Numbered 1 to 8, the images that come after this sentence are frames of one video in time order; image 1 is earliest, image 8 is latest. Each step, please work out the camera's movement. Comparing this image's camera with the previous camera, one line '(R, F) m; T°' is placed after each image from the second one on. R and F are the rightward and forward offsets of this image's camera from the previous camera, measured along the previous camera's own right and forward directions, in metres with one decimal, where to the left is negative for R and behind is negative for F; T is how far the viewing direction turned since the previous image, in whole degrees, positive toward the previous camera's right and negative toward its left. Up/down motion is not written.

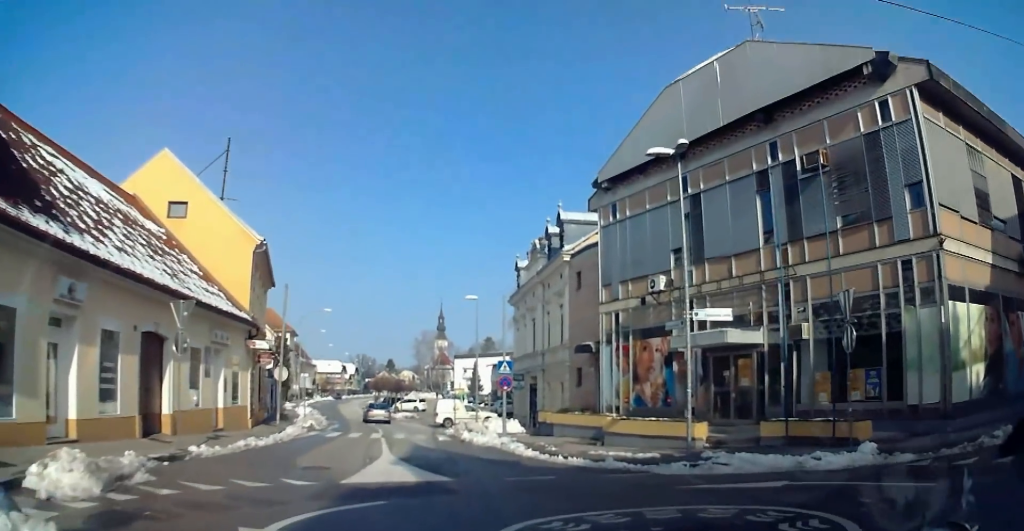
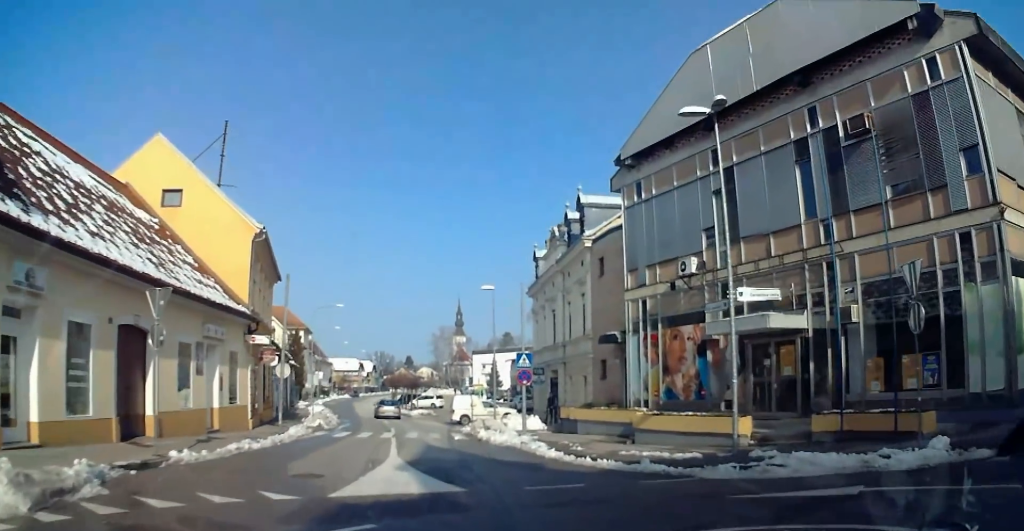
(0.0, +2.3) m; -2°
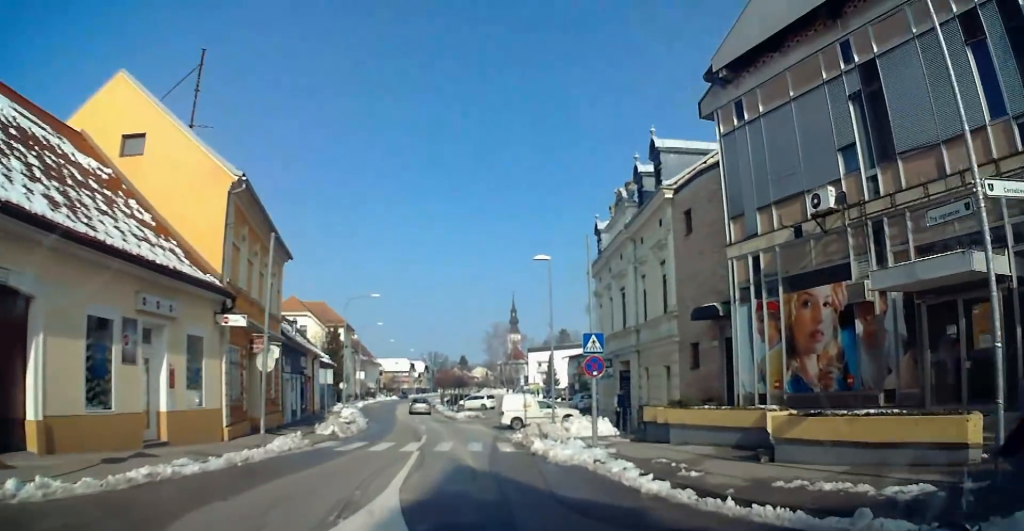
(-0.7, +8.7) m; -9°
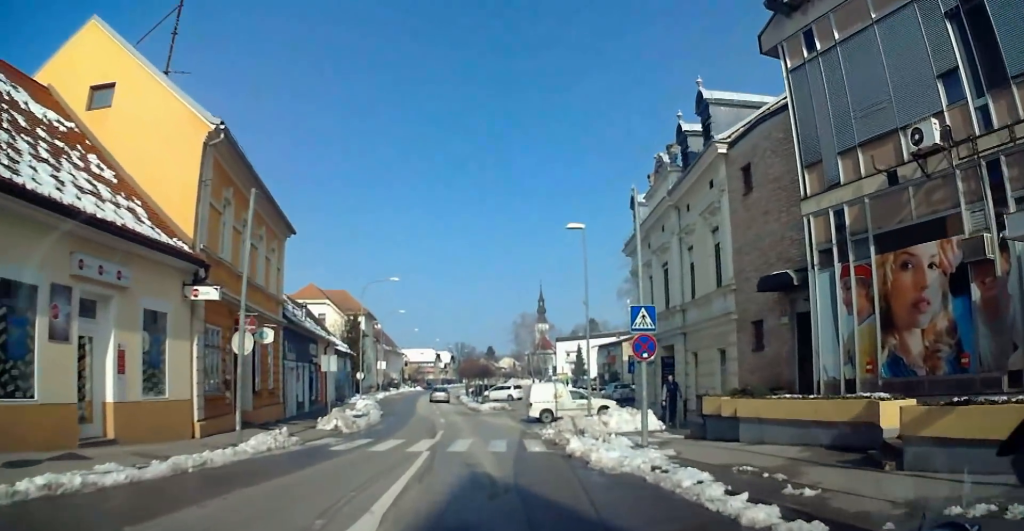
(-0.2, +4.1) m; -3°
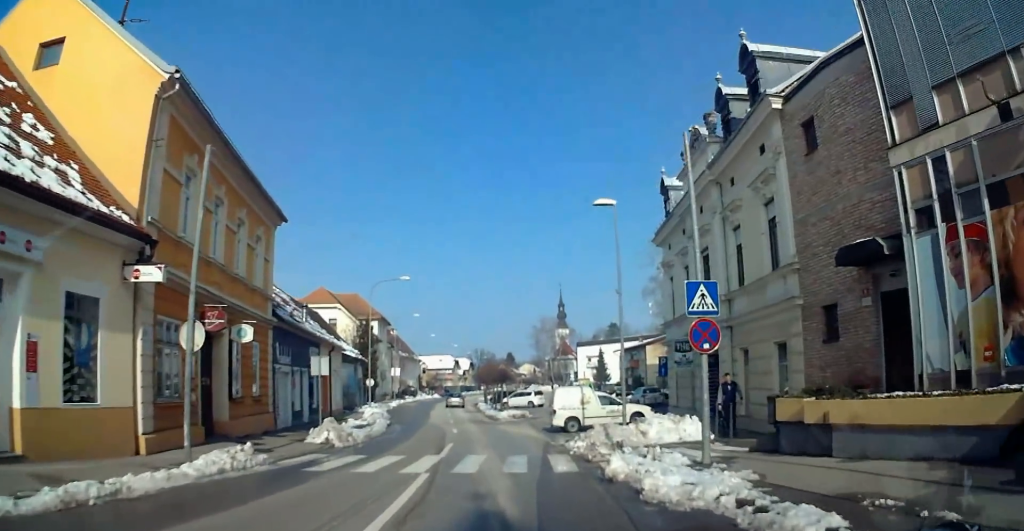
(-0.1, +4.3) m; -2°
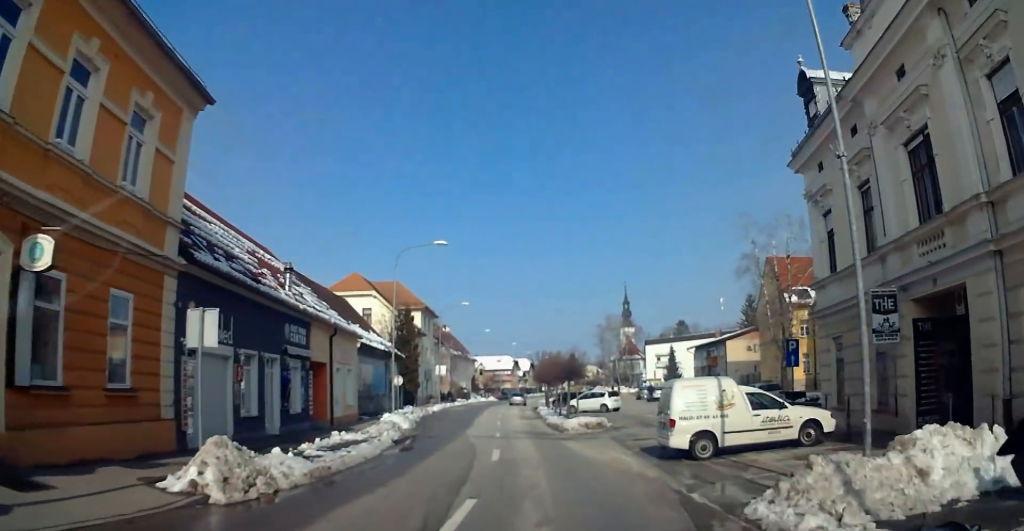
(+0.1, +13.4) m; +1°
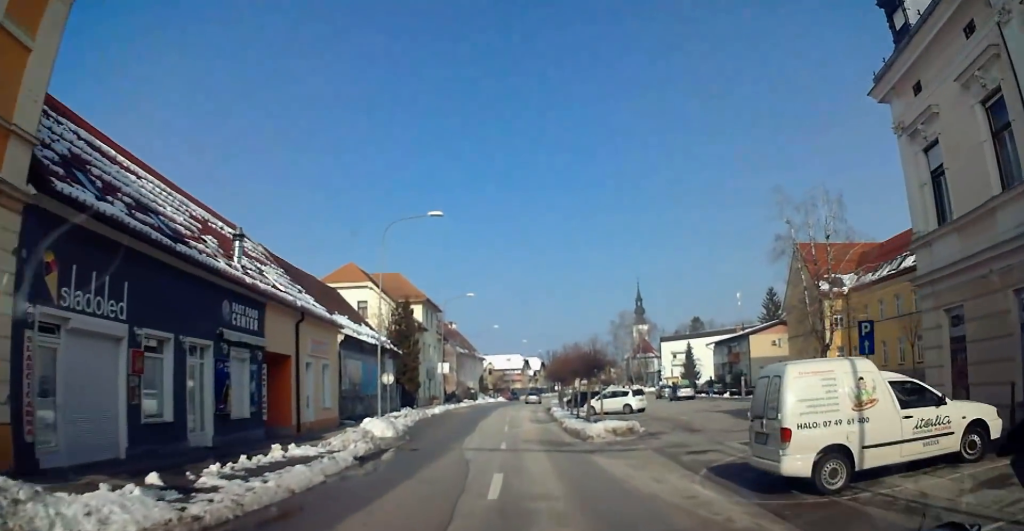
(-0.3, +6.3) m; -3°
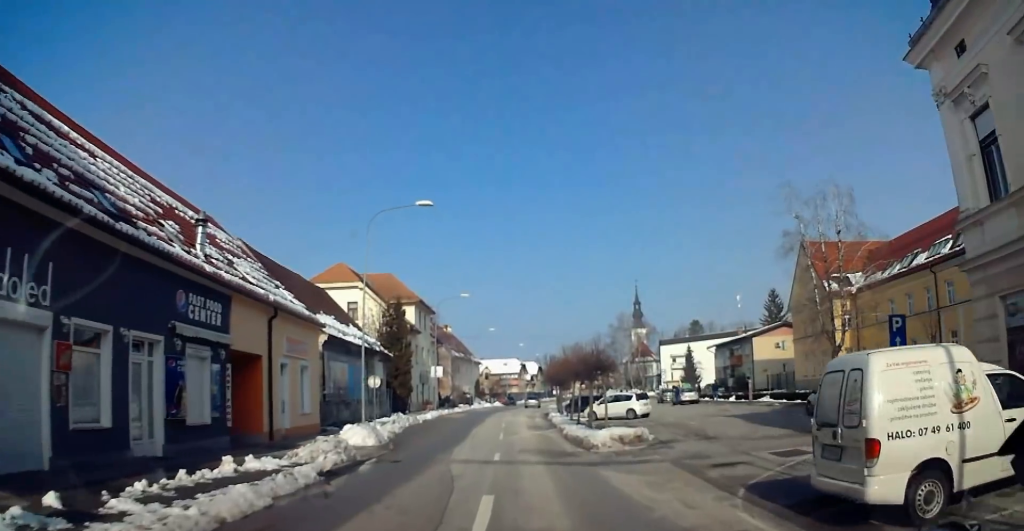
(0.0, +2.5) m; 0°
